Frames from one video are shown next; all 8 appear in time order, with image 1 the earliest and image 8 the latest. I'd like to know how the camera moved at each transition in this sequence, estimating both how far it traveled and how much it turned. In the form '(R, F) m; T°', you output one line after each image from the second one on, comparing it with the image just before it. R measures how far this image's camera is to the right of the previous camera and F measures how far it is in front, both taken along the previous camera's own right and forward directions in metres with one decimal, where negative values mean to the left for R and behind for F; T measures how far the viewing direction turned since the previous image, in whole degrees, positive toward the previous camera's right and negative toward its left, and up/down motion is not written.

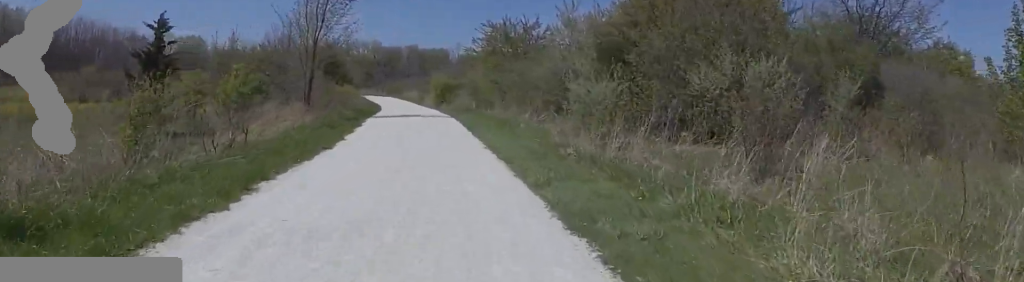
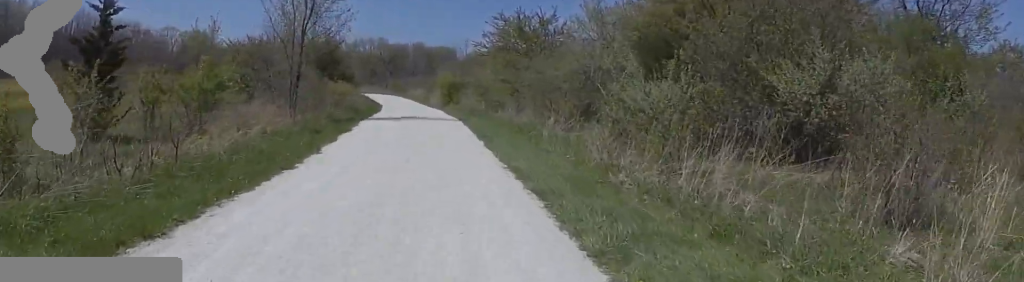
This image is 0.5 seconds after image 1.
(-0.6, +3.5) m; 0°
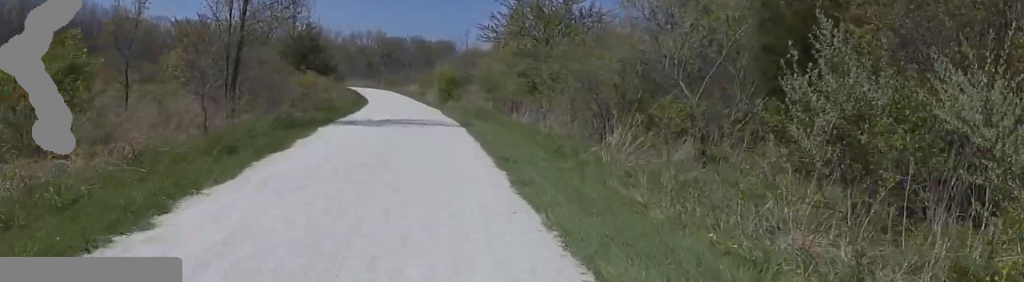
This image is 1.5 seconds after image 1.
(+0.8, +6.3) m; +9°
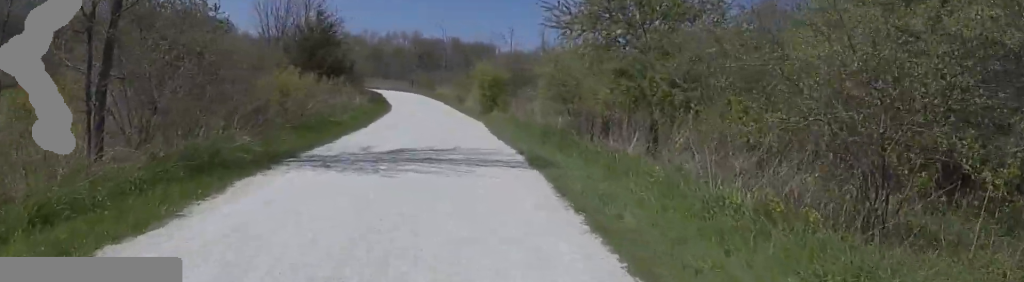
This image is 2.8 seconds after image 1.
(+0.2, +7.8) m; 0°
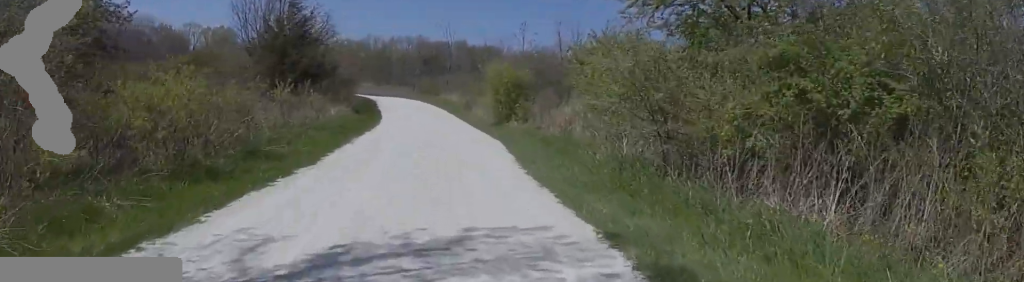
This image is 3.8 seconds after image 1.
(-0.1, +6.2) m; -9°
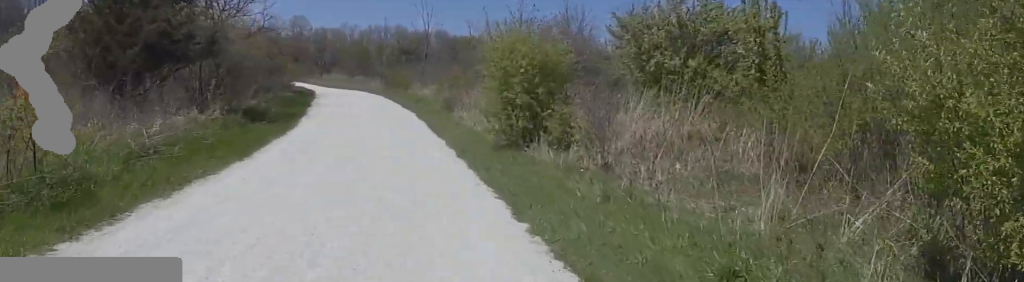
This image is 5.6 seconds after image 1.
(+0.1, +11.2) m; +10°
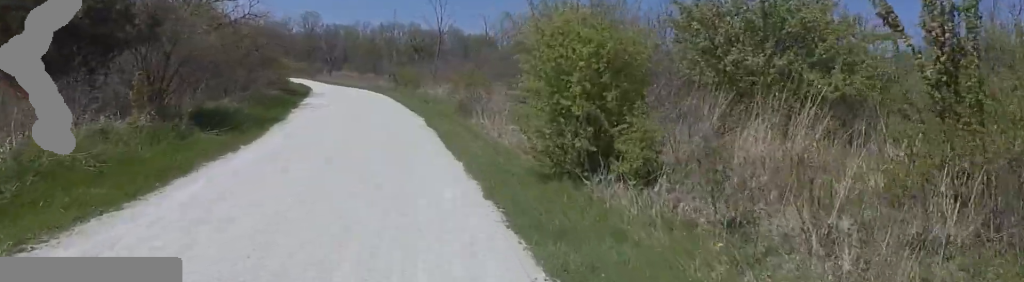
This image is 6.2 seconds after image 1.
(+0.1, +3.8) m; -4°
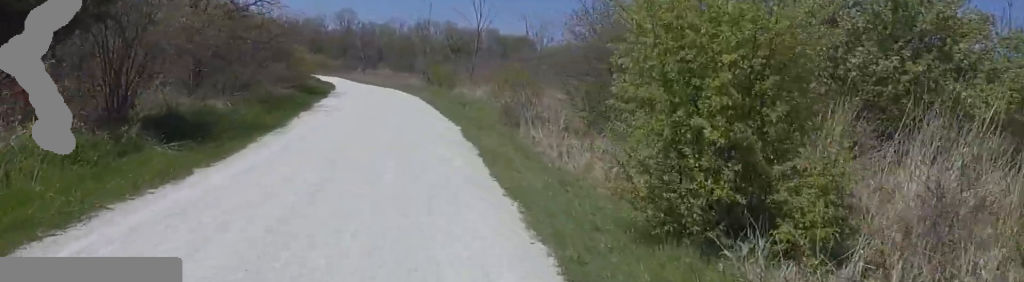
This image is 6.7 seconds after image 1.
(+0.2, +2.9) m; -5°
